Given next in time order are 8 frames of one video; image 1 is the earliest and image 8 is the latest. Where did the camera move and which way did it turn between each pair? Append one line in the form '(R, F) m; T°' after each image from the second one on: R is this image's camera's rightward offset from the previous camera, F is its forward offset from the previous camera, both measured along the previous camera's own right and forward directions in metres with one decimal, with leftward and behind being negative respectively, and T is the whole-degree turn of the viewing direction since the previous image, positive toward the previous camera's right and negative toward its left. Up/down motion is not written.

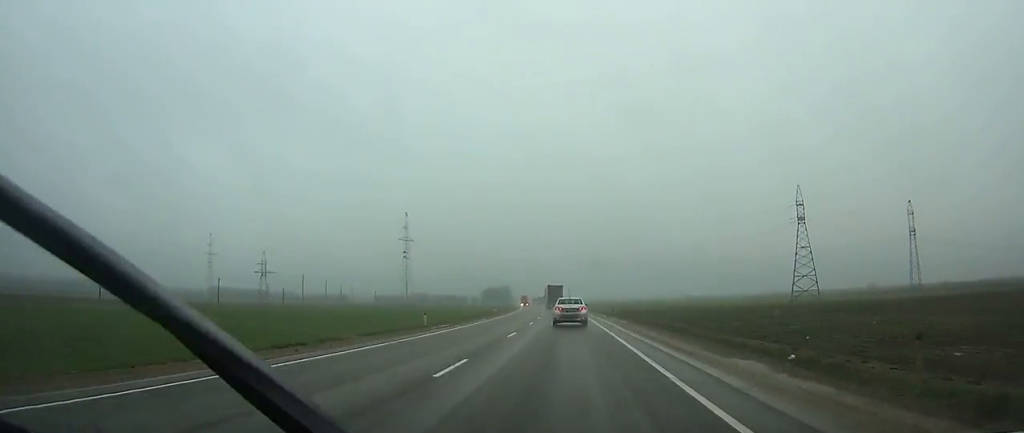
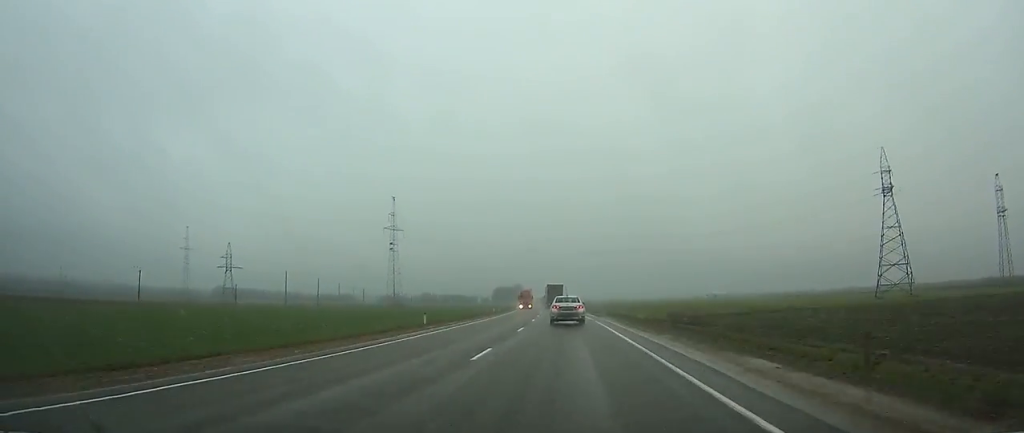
(-0.5, +45.0) m; -2°
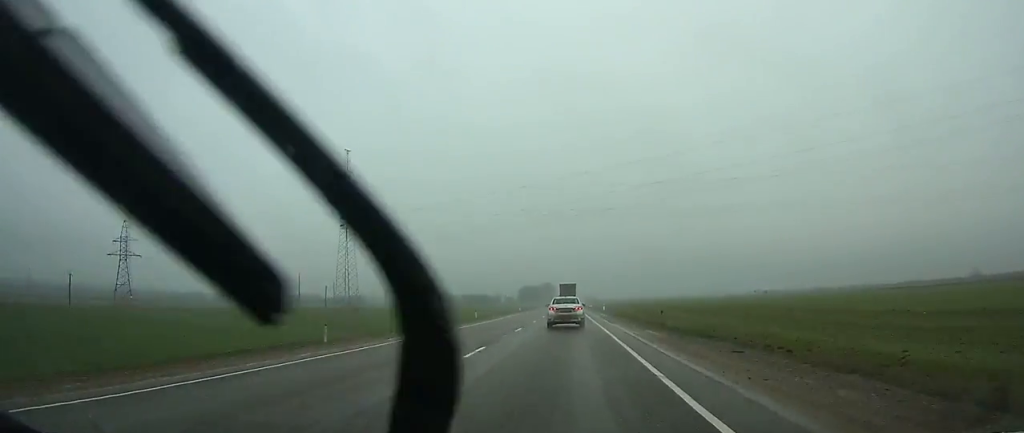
(-2.4, +82.4) m; -3°
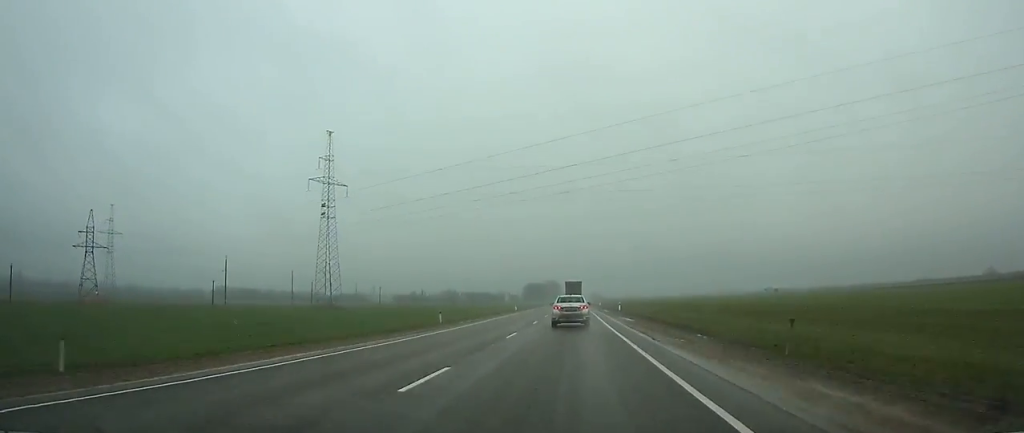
(-0.1, +17.3) m; 0°
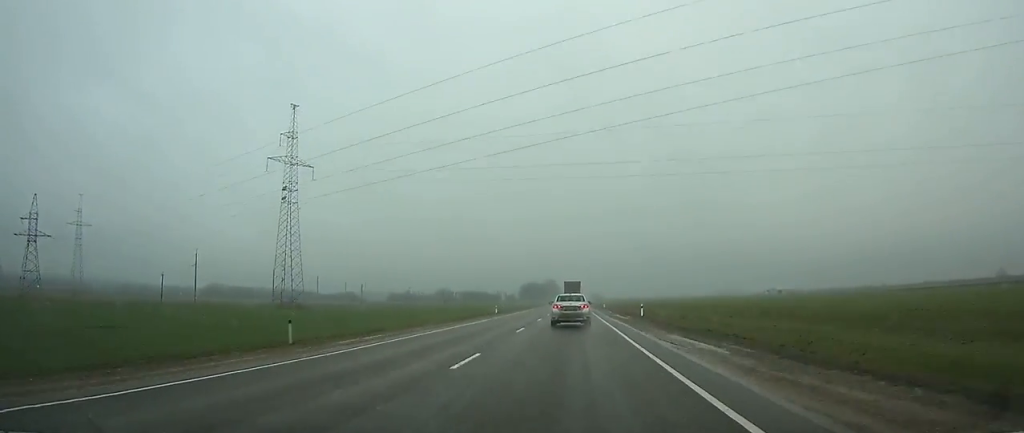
(0.0, +21.2) m; 0°
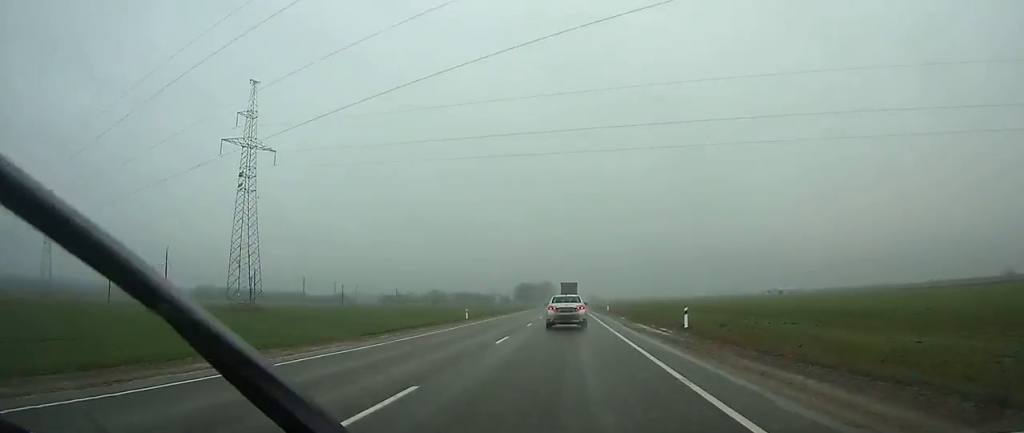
(0.0, +17.0) m; 0°
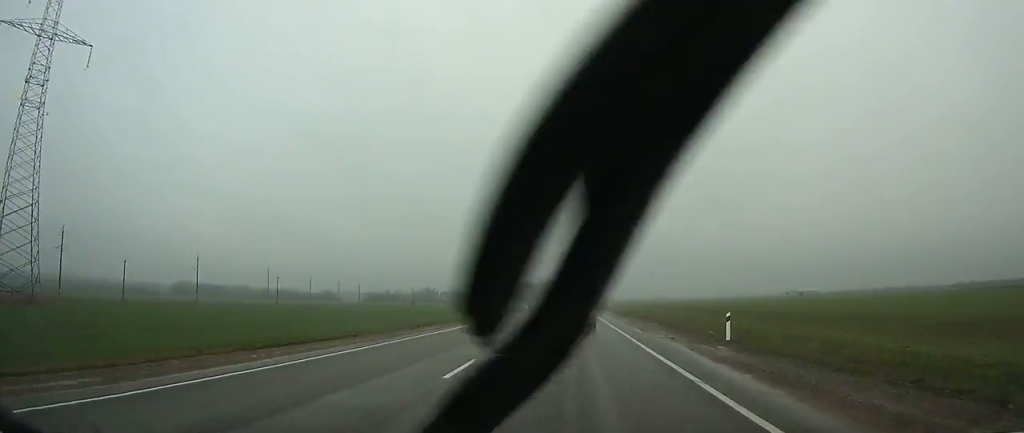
(0.0, +55.7) m; 0°
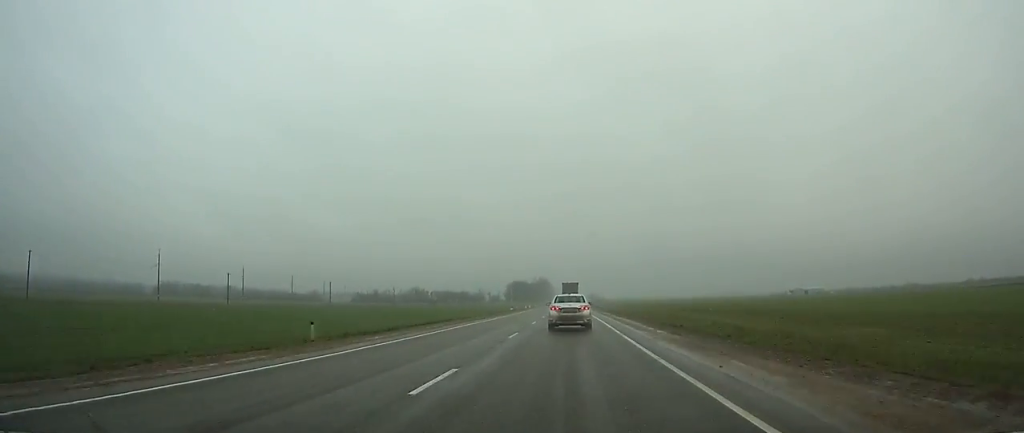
(-0.1, +25.5) m; 0°
